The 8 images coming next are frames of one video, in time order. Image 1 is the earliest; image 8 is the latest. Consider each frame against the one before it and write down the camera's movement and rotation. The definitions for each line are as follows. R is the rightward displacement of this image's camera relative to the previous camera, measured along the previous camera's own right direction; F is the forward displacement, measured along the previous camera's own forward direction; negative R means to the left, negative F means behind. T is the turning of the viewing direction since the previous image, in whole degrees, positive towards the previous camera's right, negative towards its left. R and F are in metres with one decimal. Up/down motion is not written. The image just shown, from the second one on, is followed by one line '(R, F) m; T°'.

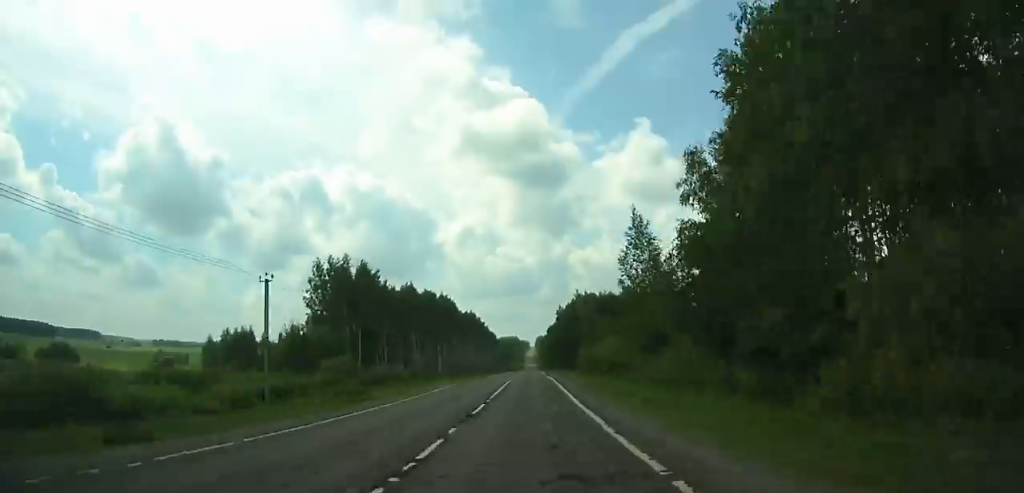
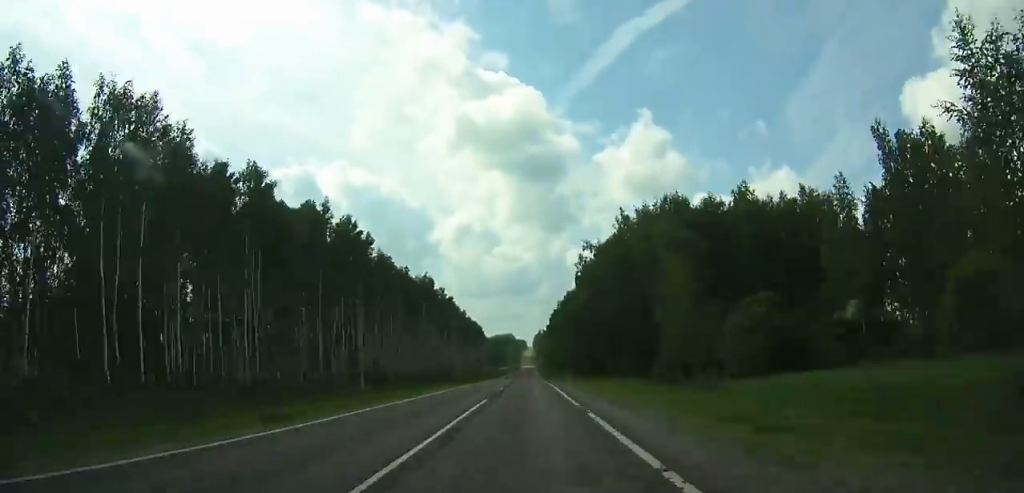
(0.0, +98.4) m; 0°
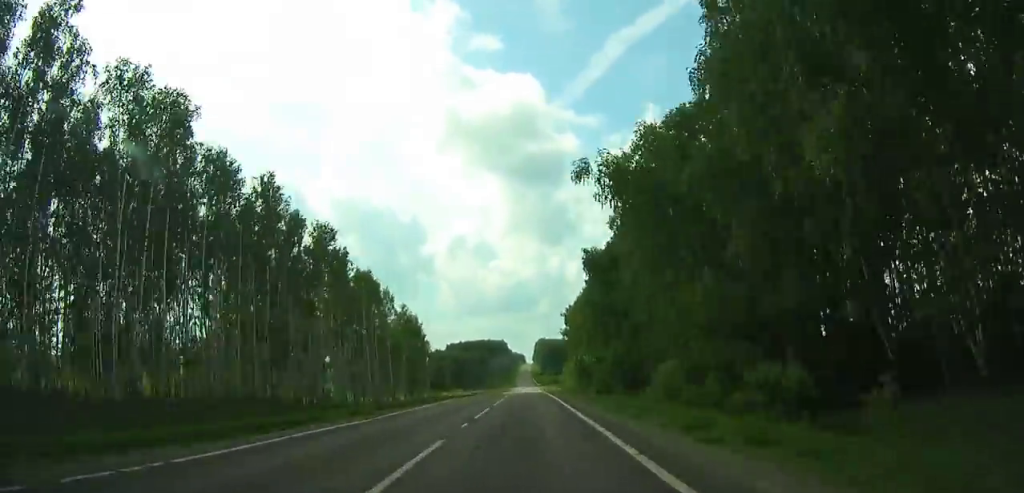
(0.0, +235.9) m; 0°
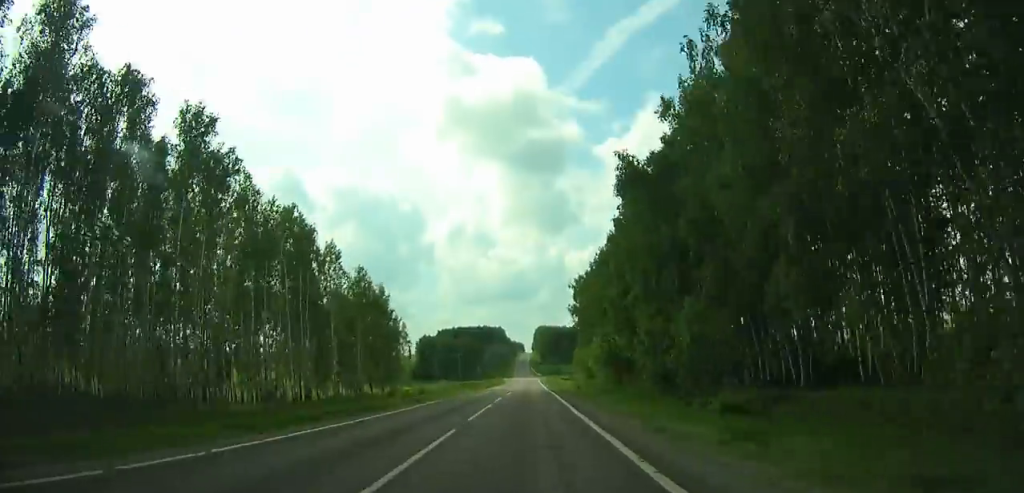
(0.0, +31.2) m; 0°
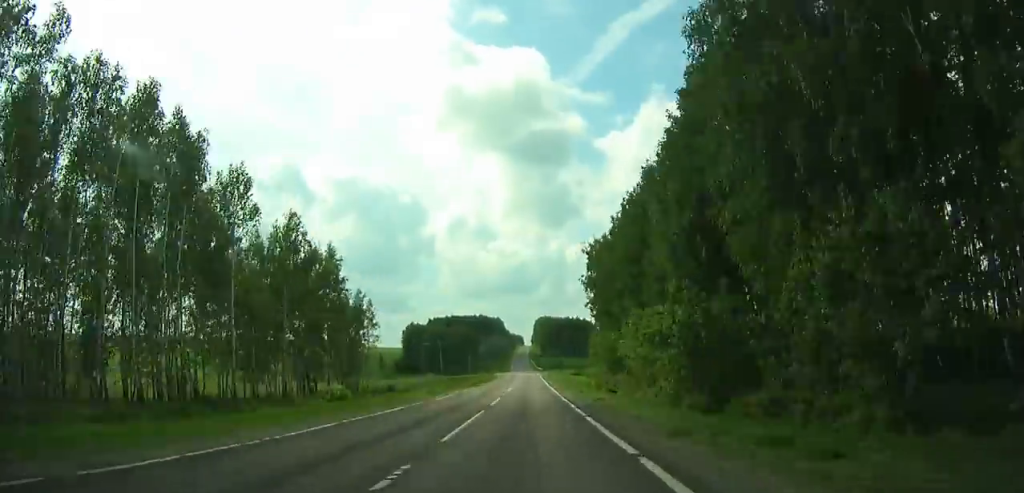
(0.0, +28.2) m; 0°
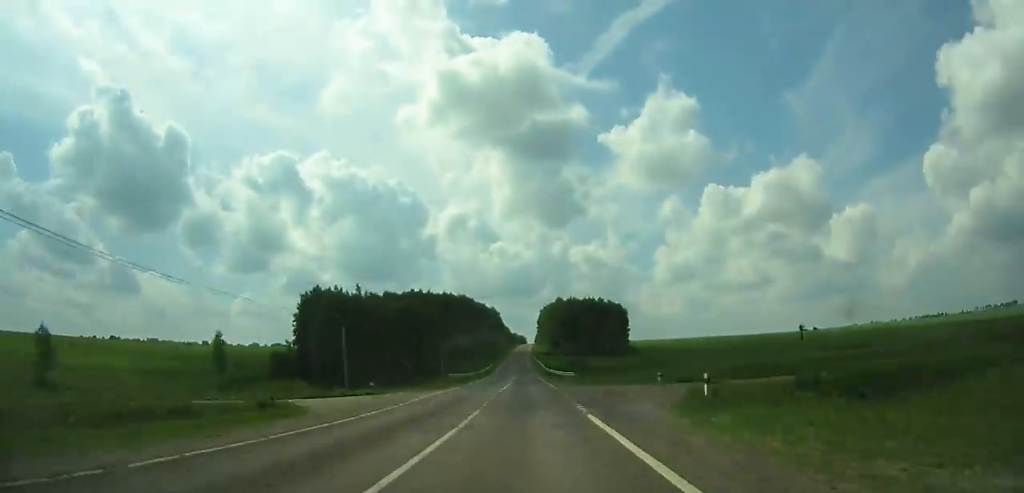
(+0.5, +103.1) m; 0°
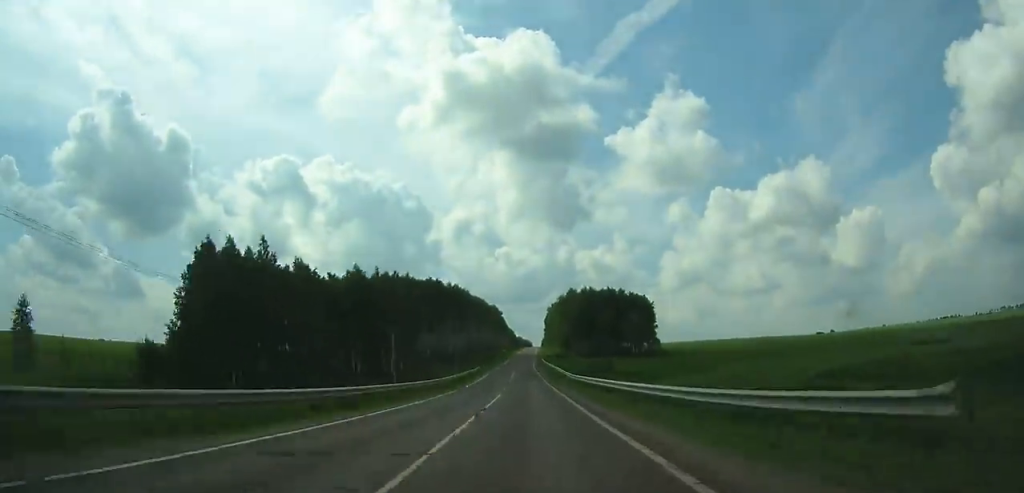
(+0.1, +42.2) m; 0°
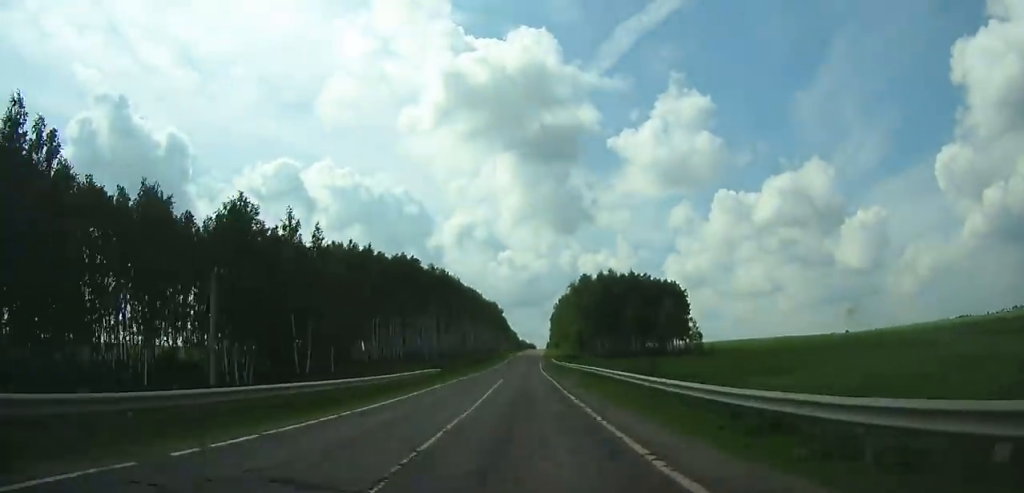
(-0.1, +40.6) m; 0°
